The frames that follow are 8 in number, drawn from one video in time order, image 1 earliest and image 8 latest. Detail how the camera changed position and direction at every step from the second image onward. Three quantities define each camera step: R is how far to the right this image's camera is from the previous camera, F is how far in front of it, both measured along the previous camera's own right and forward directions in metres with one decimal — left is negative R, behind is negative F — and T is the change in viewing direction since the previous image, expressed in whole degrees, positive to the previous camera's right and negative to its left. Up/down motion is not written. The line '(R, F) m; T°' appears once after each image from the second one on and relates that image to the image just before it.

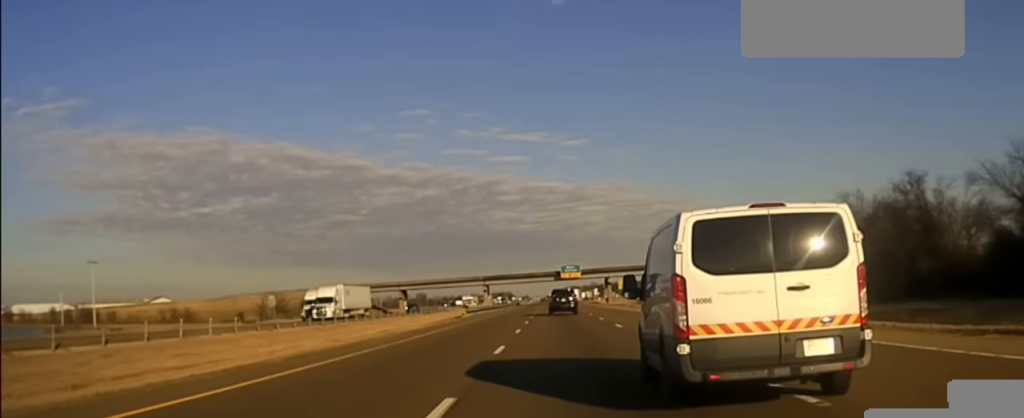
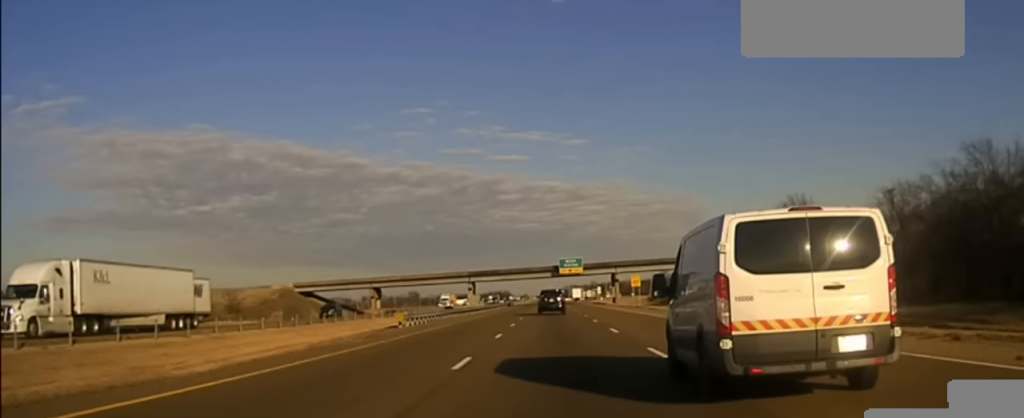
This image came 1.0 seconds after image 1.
(-0.3, +29.1) m; 0°
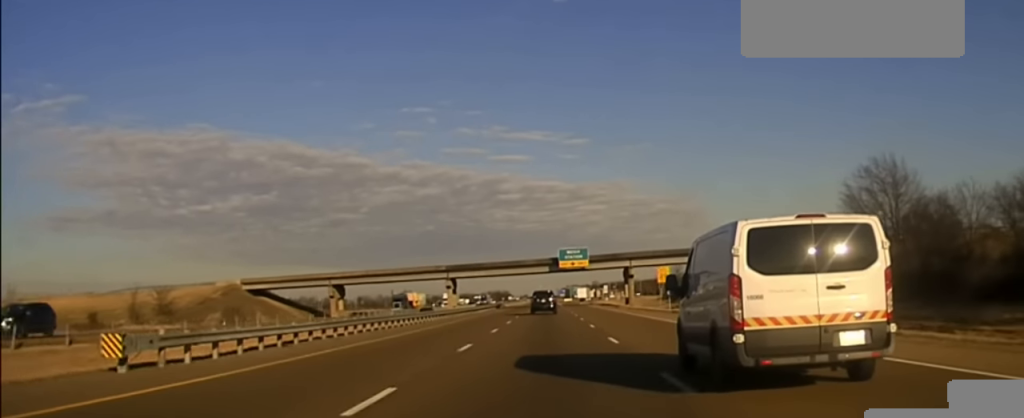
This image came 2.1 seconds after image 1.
(+0.3, +30.0) m; +1°
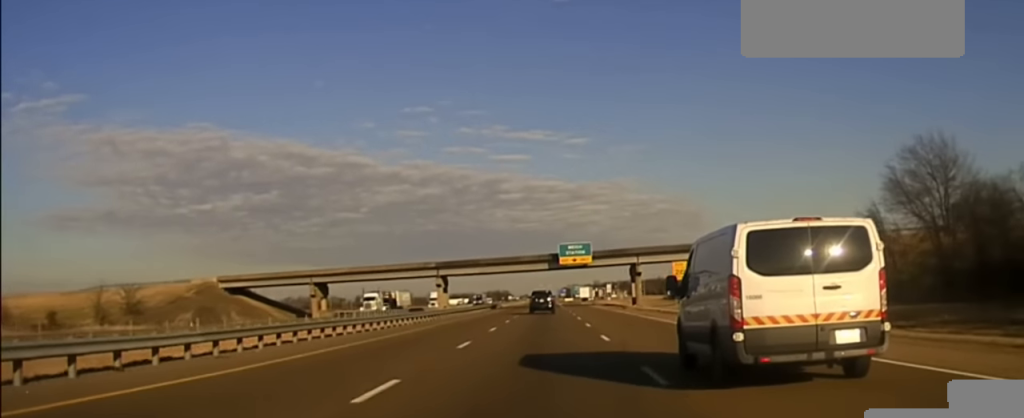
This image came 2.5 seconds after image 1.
(0.0, +10.2) m; 0°
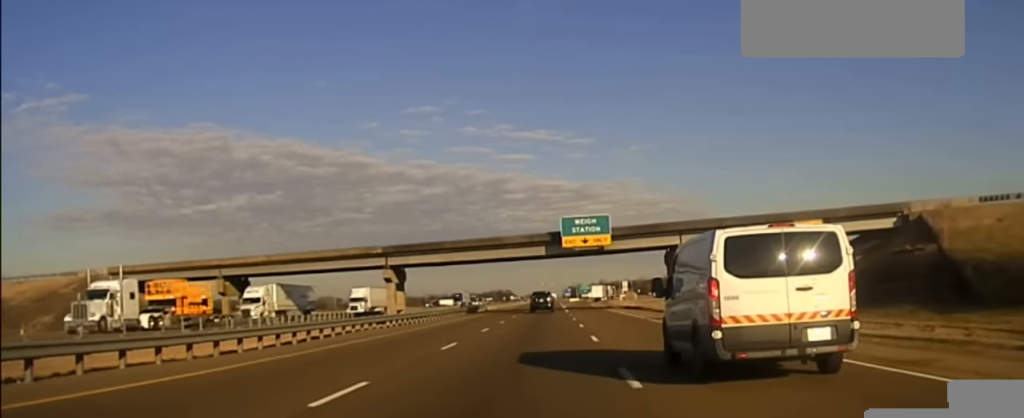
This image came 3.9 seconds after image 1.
(-0.1, +34.2) m; 0°
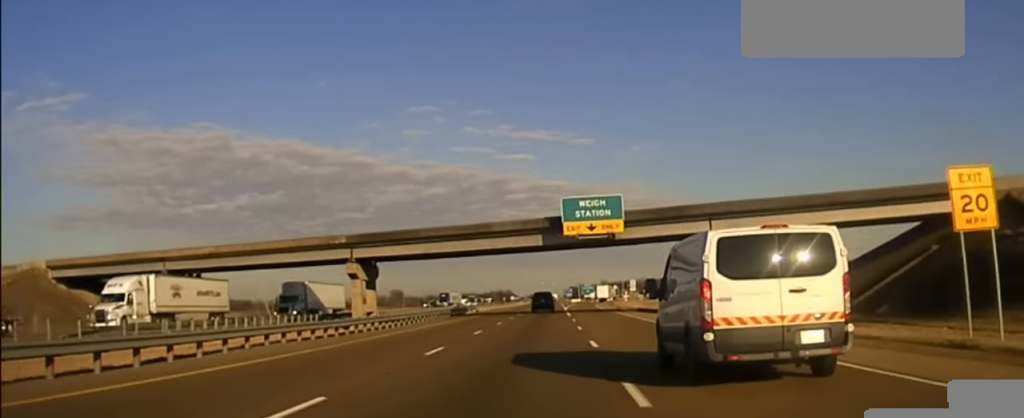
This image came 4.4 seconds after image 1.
(0.0, +14.0) m; 0°
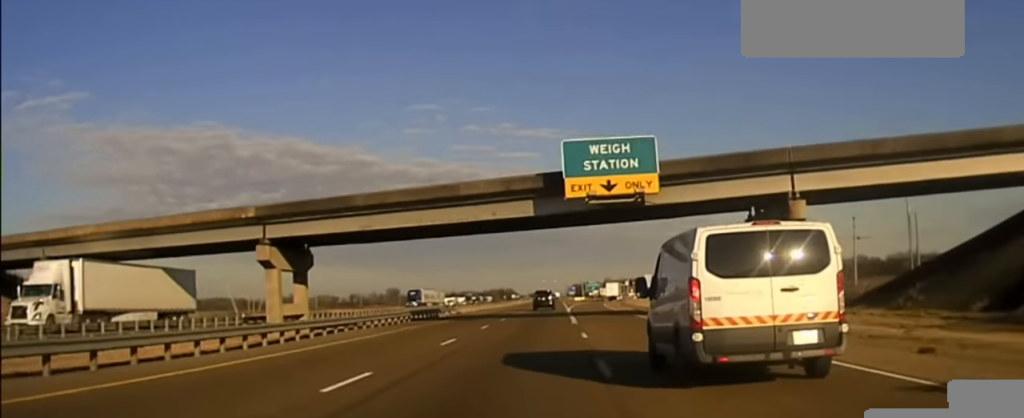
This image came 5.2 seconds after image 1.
(0.0, +21.3) m; 0°
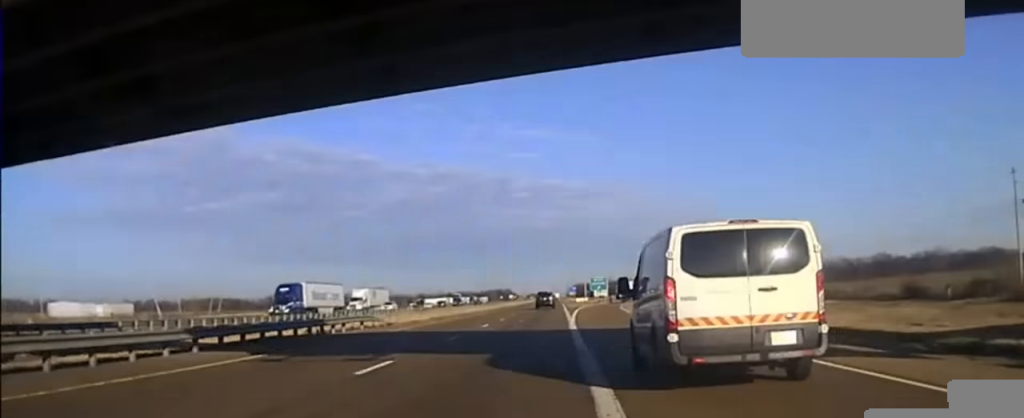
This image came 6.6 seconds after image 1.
(+0.1, +37.0) m; 0°
